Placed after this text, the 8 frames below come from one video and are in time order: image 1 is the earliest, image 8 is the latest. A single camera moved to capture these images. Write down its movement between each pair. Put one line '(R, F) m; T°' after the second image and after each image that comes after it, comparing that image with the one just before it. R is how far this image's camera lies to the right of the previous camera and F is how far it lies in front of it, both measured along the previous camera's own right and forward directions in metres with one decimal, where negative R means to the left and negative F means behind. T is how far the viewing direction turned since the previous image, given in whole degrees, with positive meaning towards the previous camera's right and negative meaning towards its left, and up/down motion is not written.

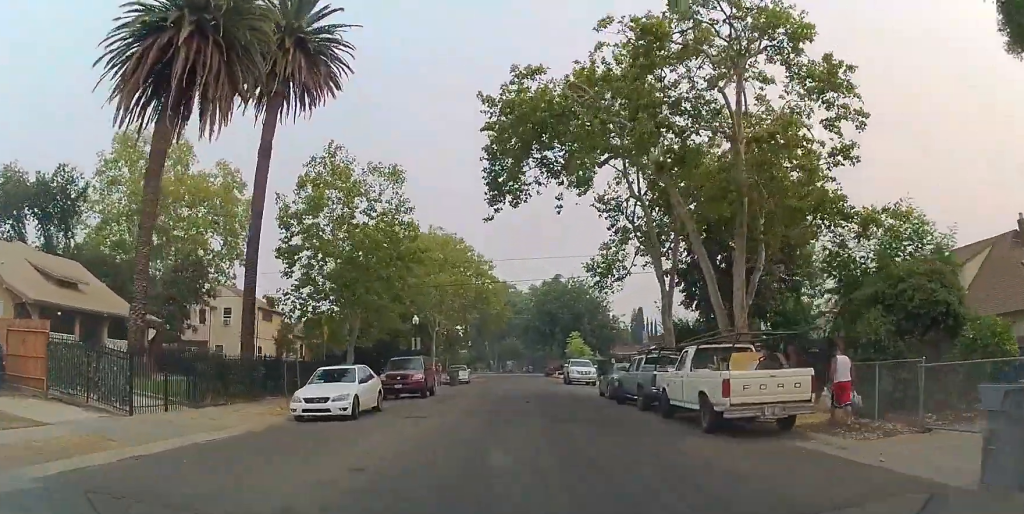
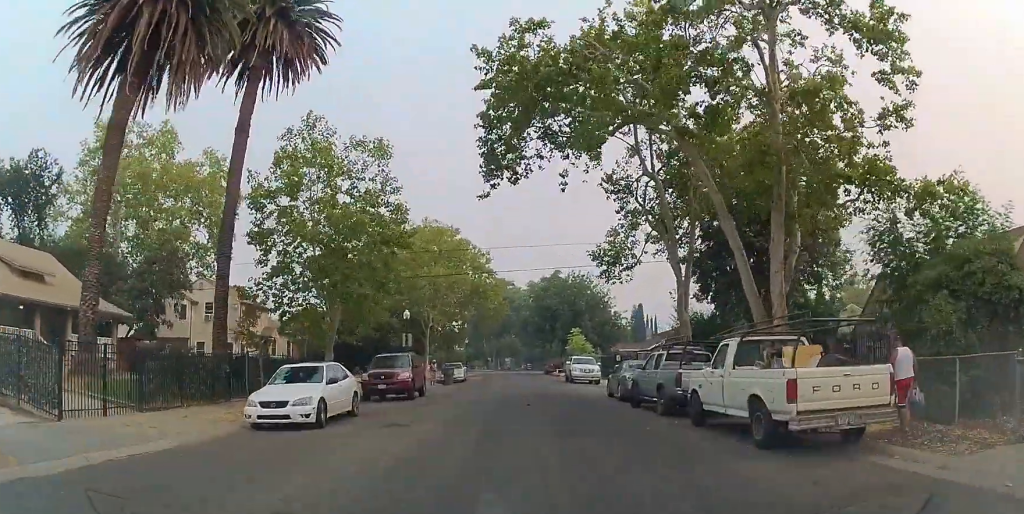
(0.0, +2.6) m; 0°
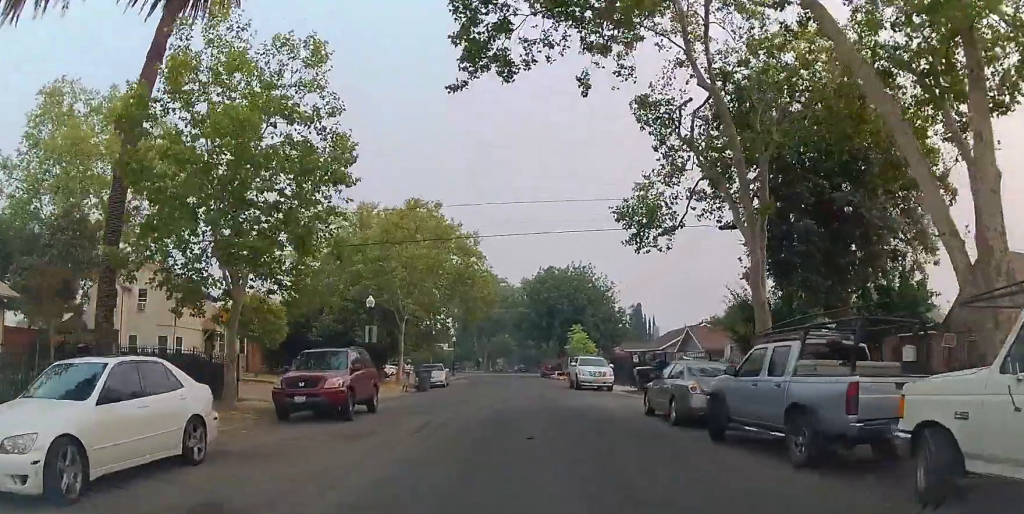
(0.0, +7.7) m; 0°
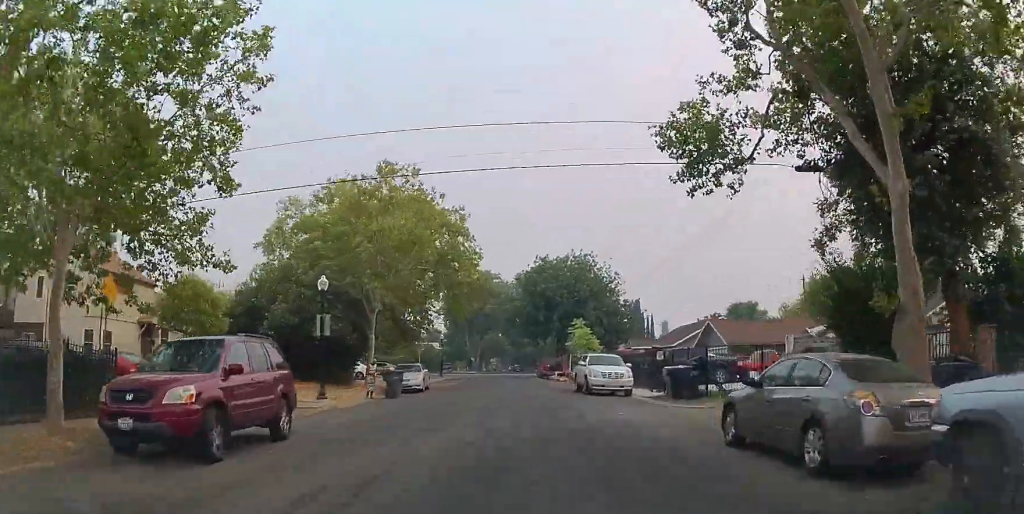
(0.0, +6.4) m; 0°
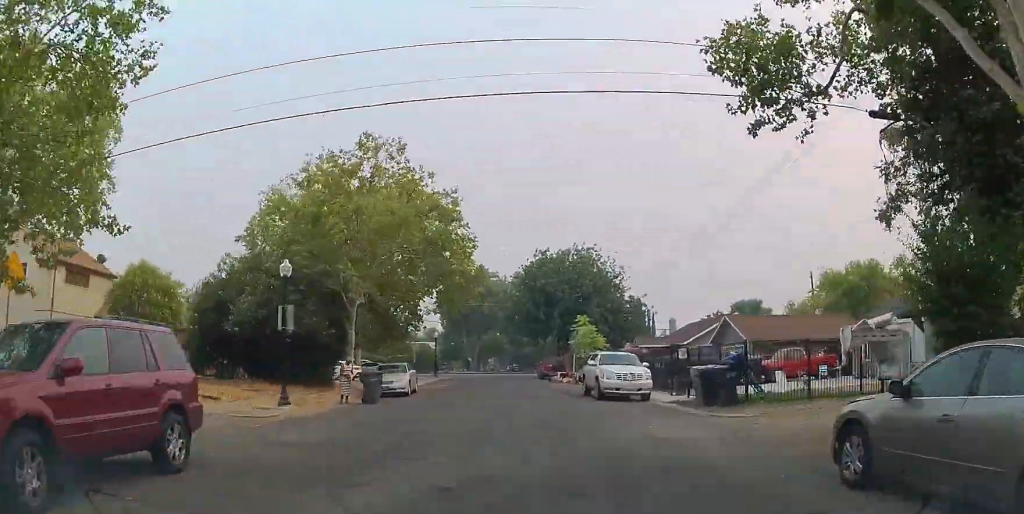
(0.0, +3.7) m; 0°
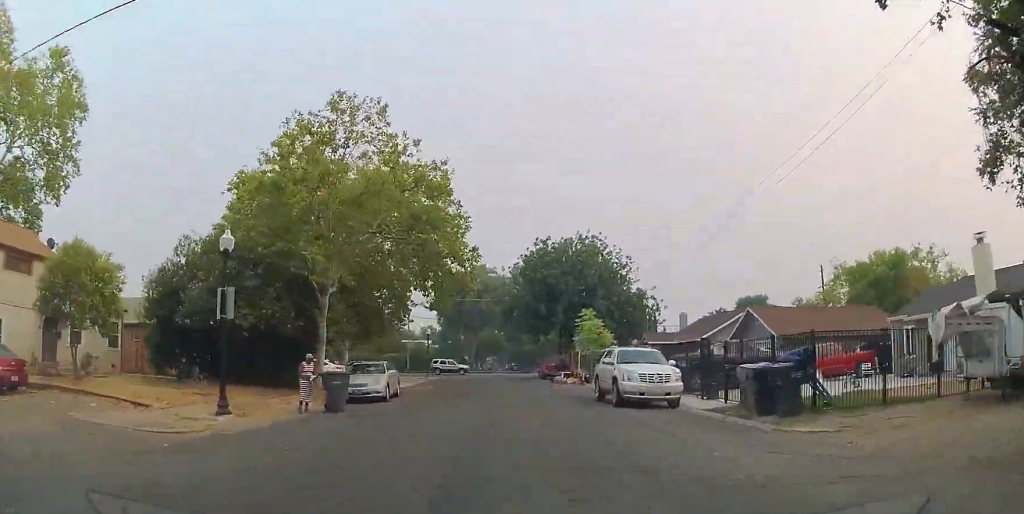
(0.0, +4.0) m; 0°
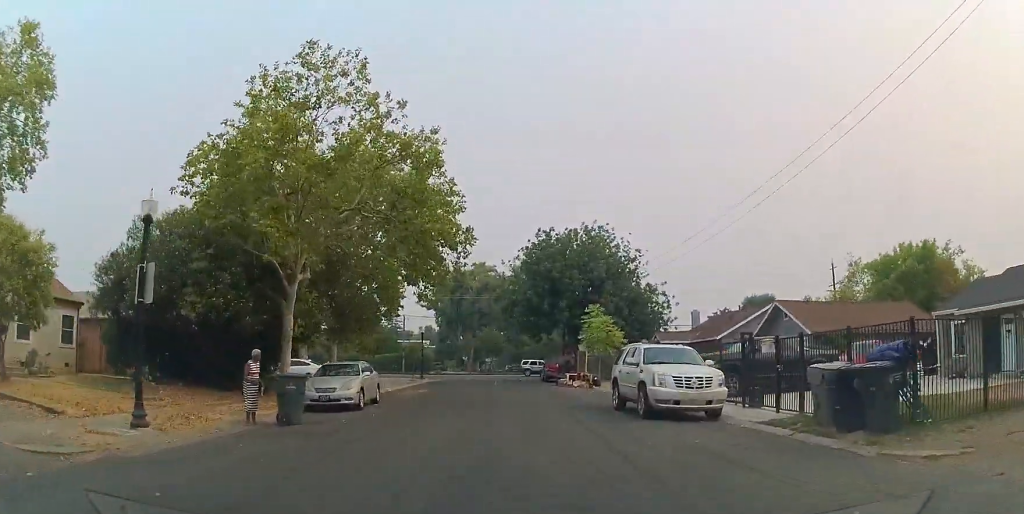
(0.0, +3.6) m; 0°
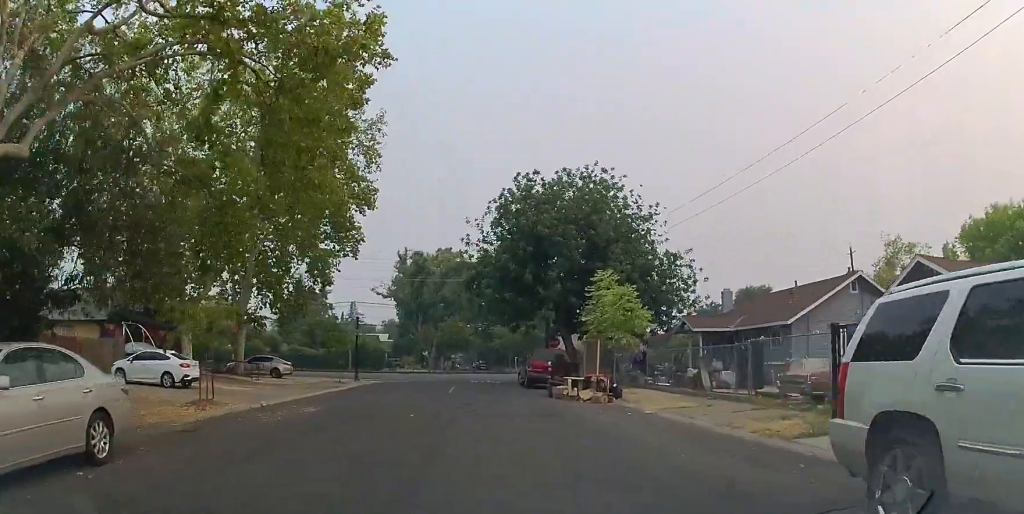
(+0.8, +13.3) m; +4°
